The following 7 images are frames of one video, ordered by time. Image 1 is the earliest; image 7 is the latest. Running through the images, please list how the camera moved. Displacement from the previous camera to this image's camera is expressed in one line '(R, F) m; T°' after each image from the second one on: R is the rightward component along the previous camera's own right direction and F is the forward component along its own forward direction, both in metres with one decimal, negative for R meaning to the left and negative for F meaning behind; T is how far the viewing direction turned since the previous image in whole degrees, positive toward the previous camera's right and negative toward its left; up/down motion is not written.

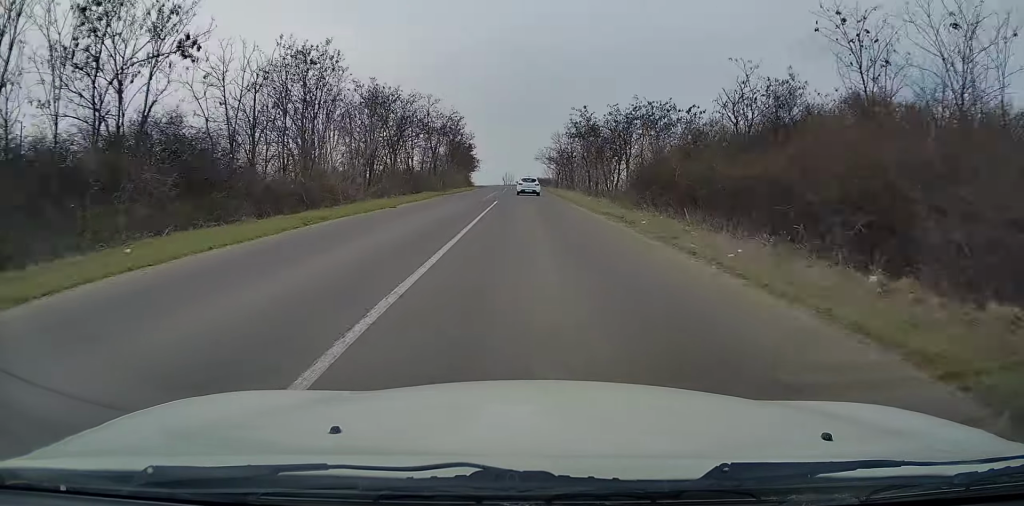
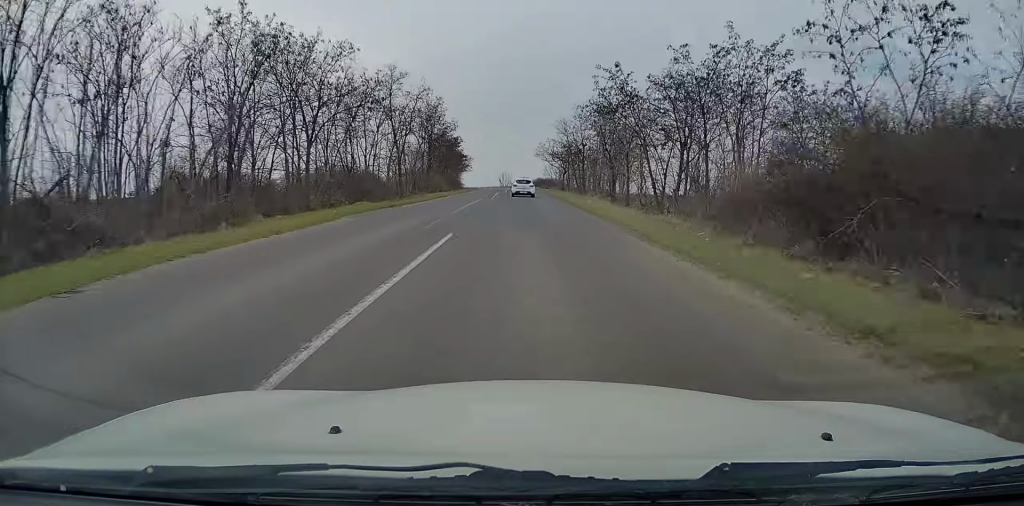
(-0.1, +19.7) m; -1°
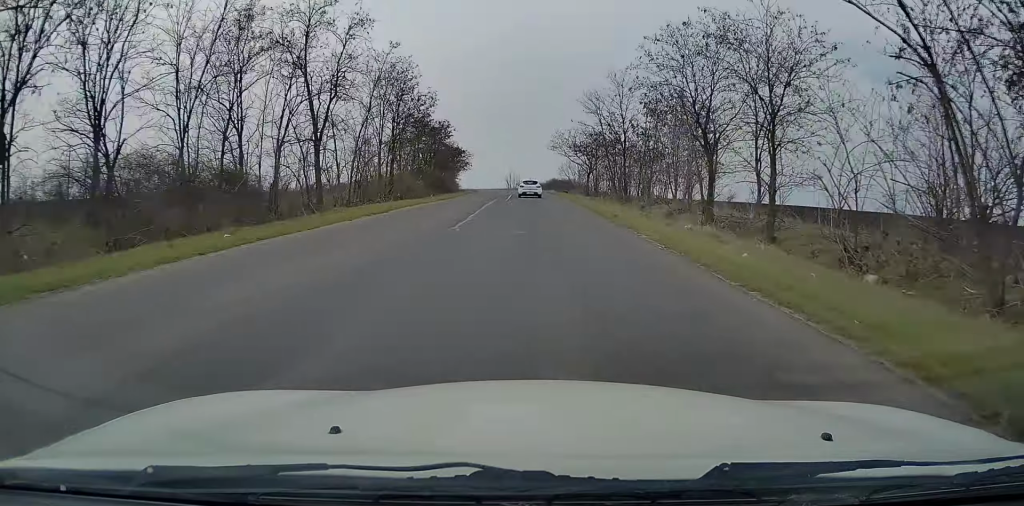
(-0.2, +23.6) m; -1°
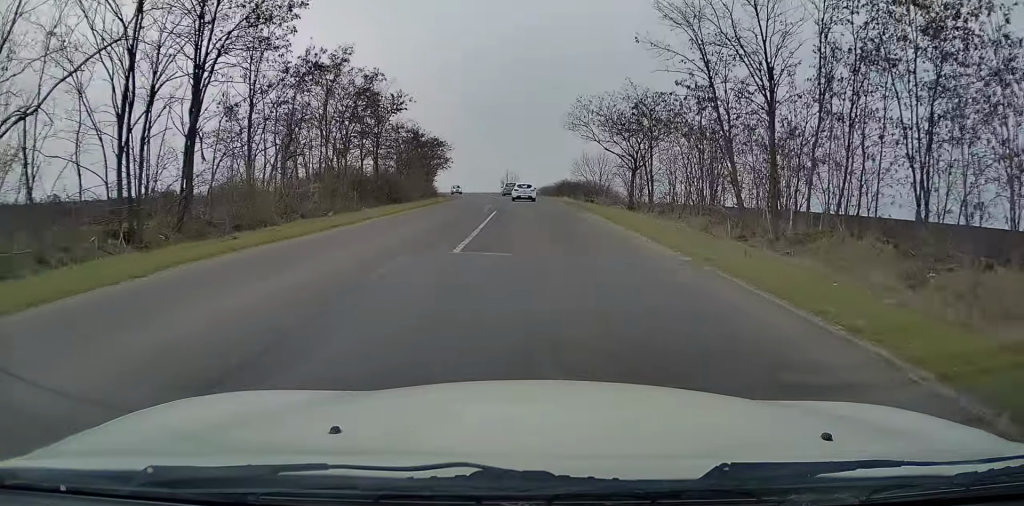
(-0.1, +28.8) m; 0°
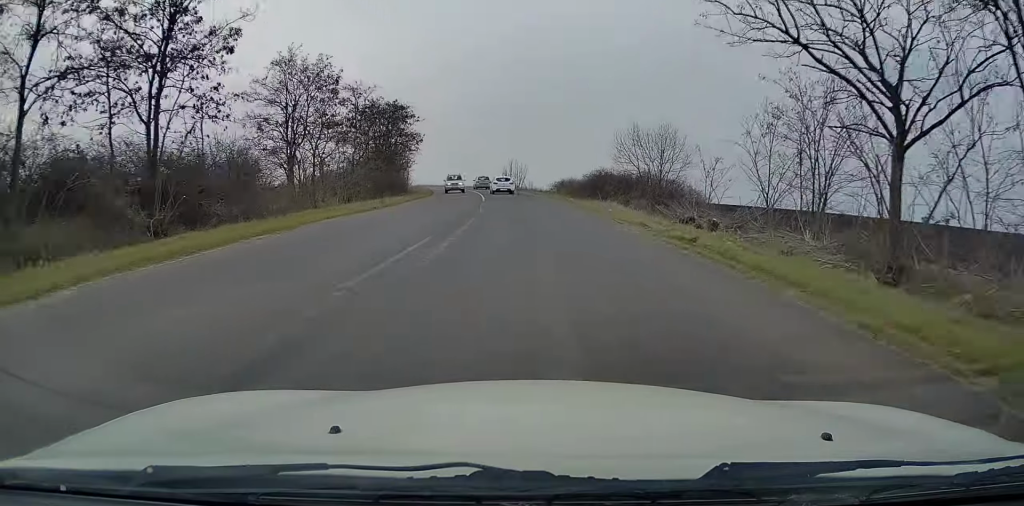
(0.0, +29.1) m; -1°
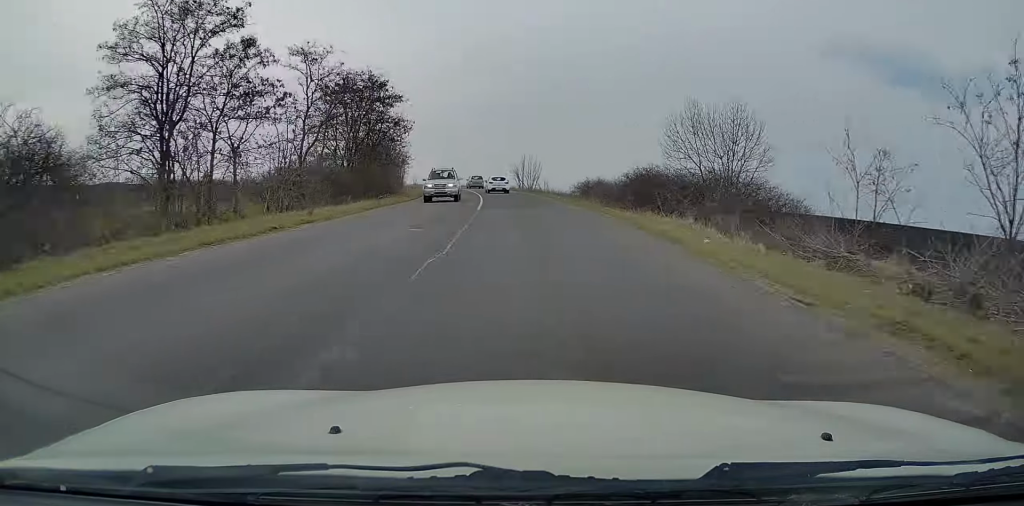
(-0.2, +12.3) m; 0°
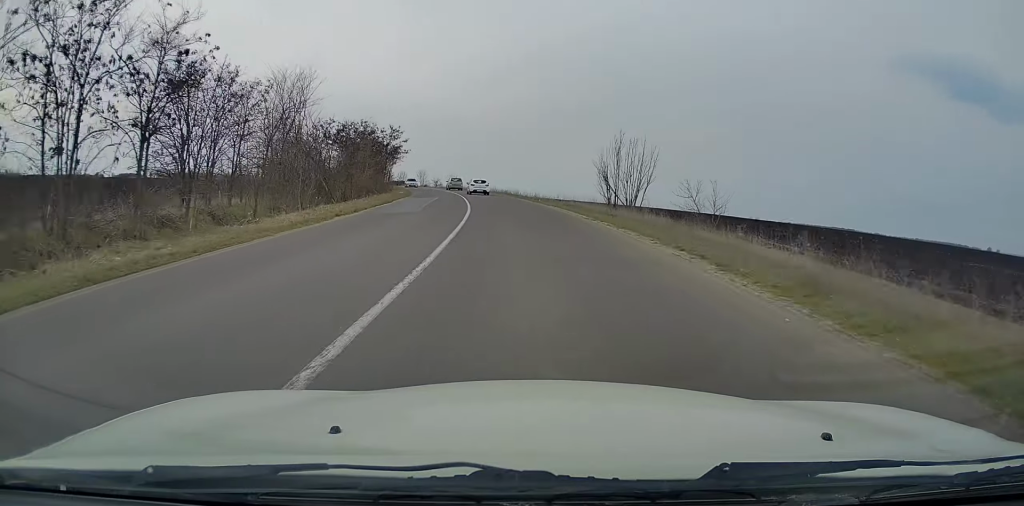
(-1.9, +46.8) m; -6°
